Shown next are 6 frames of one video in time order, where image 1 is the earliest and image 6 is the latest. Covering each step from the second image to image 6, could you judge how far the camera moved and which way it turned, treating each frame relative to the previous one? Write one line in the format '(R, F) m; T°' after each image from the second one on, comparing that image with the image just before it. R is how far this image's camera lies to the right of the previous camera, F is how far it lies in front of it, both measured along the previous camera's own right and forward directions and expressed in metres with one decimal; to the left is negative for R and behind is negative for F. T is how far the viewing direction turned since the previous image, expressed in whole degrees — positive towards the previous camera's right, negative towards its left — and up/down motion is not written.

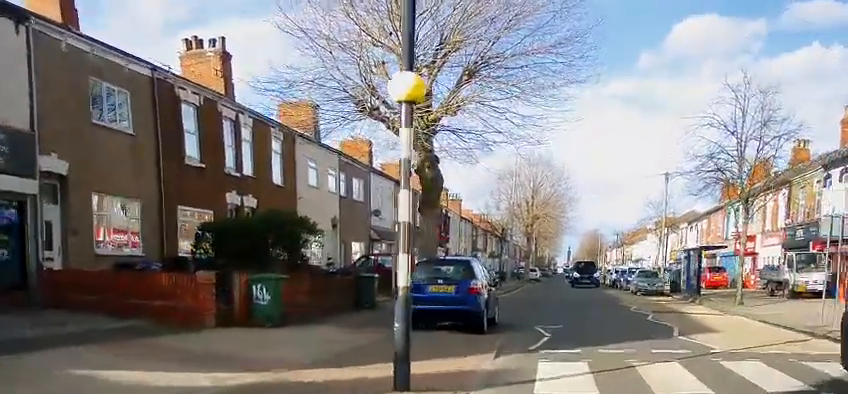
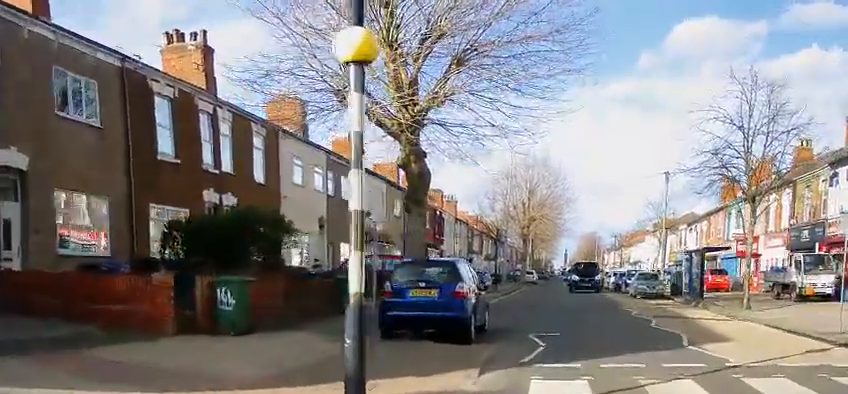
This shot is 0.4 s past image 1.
(0.0, +1.4) m; 0°
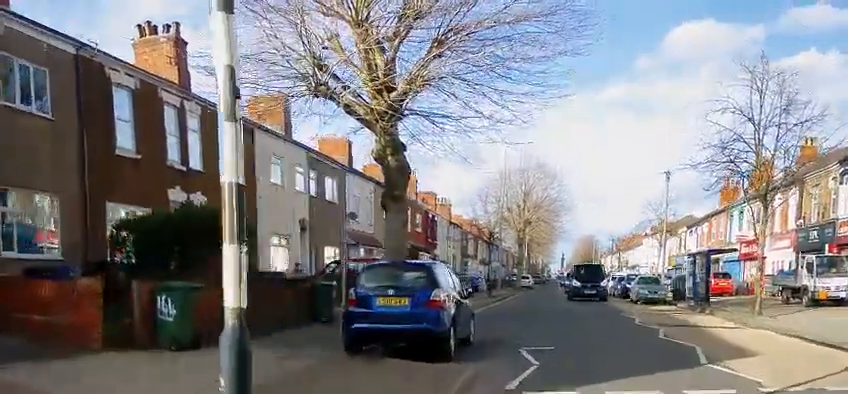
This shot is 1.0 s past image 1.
(0.0, +1.9) m; 0°
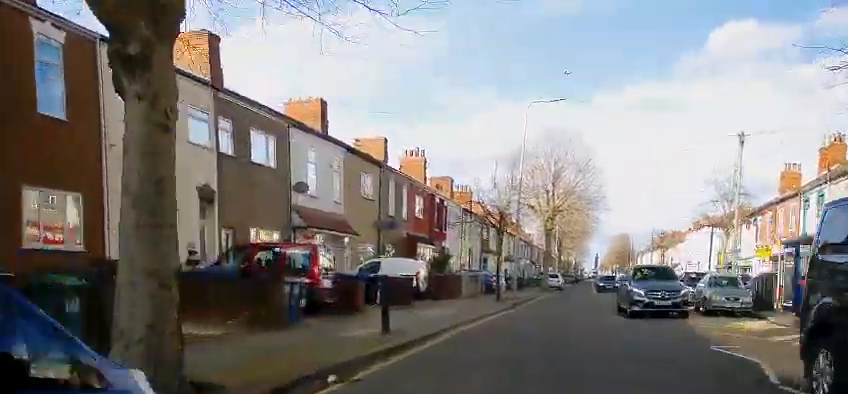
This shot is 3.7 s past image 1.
(0.0, +11.6) m; -3°
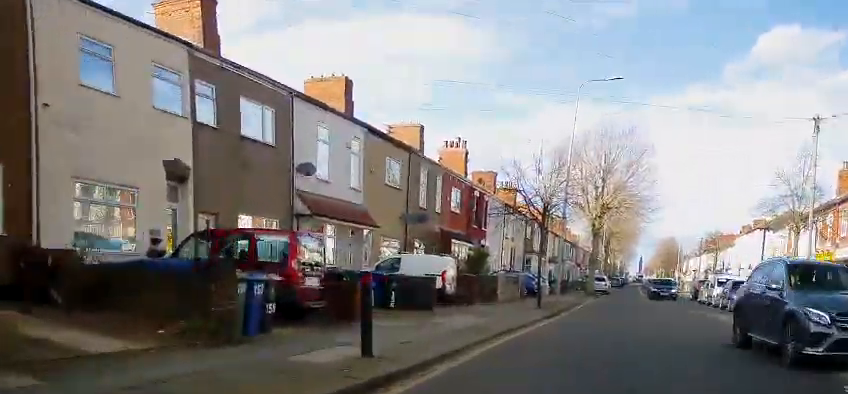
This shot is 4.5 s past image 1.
(-0.2, +4.6) m; -2°
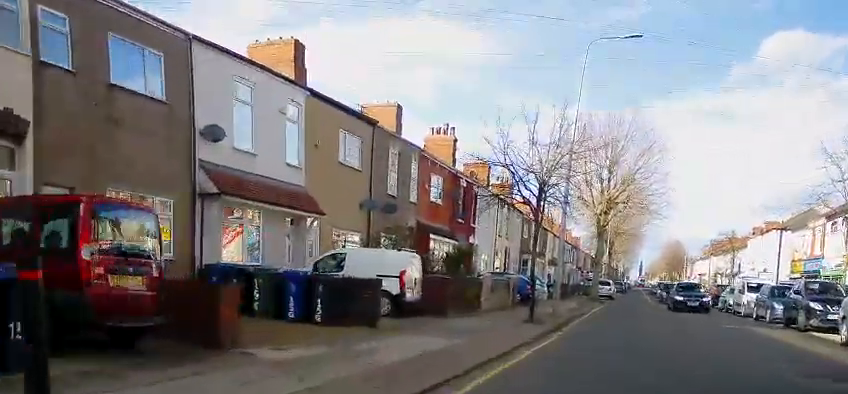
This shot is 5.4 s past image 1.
(-0.1, +6.1) m; 0°
